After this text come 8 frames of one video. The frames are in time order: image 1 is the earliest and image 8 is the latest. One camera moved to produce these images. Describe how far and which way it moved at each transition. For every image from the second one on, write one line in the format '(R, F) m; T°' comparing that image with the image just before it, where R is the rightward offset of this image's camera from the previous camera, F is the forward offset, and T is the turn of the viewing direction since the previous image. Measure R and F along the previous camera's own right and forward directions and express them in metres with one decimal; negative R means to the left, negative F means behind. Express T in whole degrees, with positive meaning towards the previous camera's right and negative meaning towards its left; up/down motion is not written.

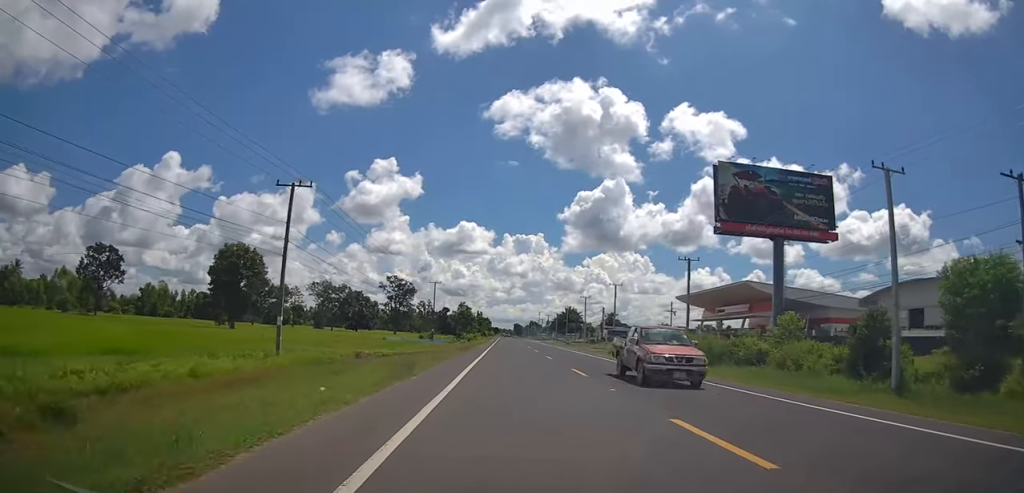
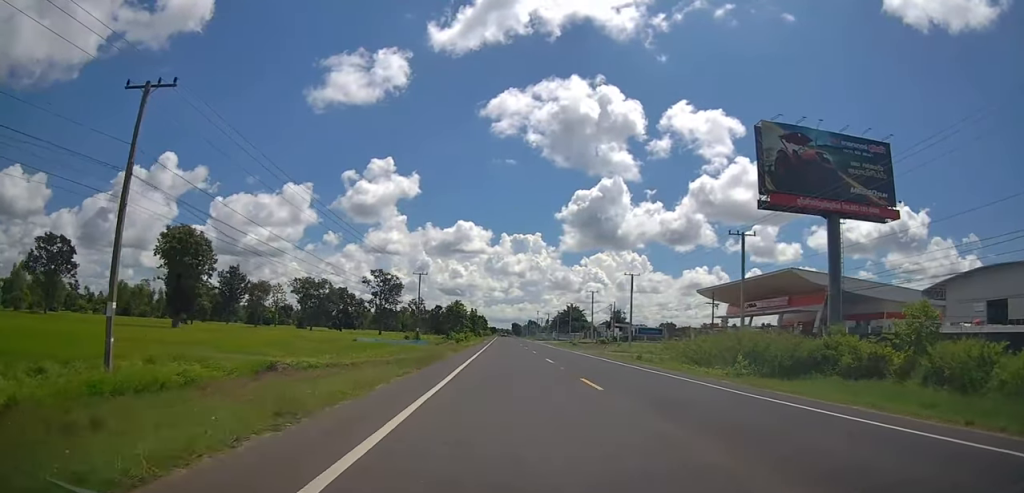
(-0.1, +16.7) m; 0°
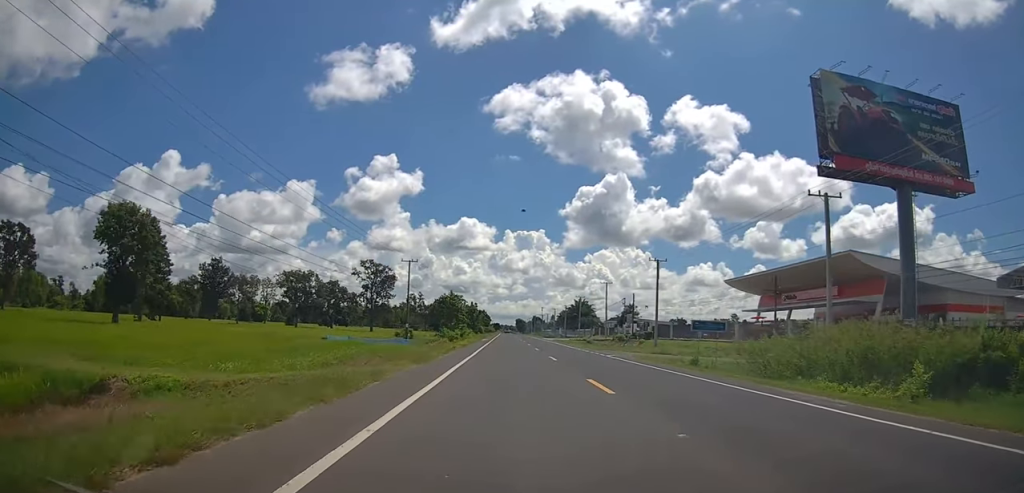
(+0.6, +13.9) m; 0°
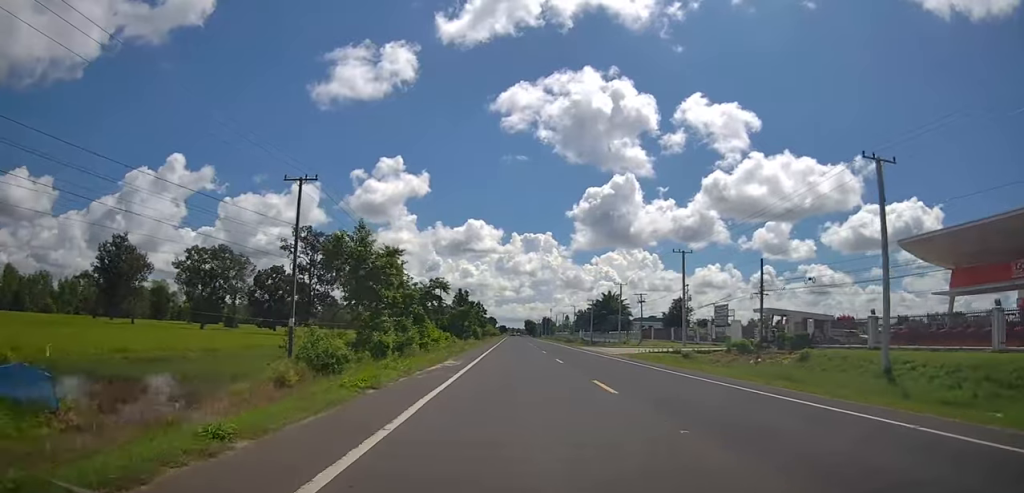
(+0.3, +48.4) m; +2°
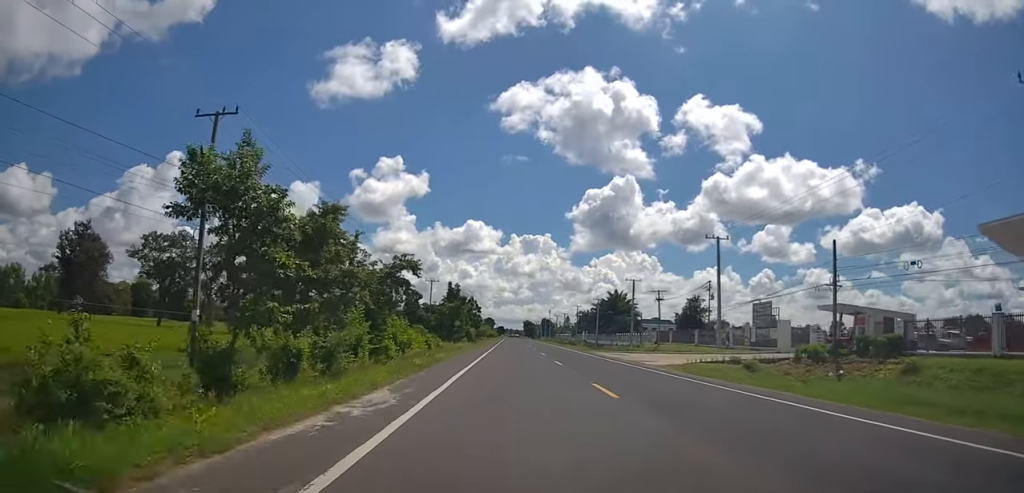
(+0.1, +12.2) m; -1°
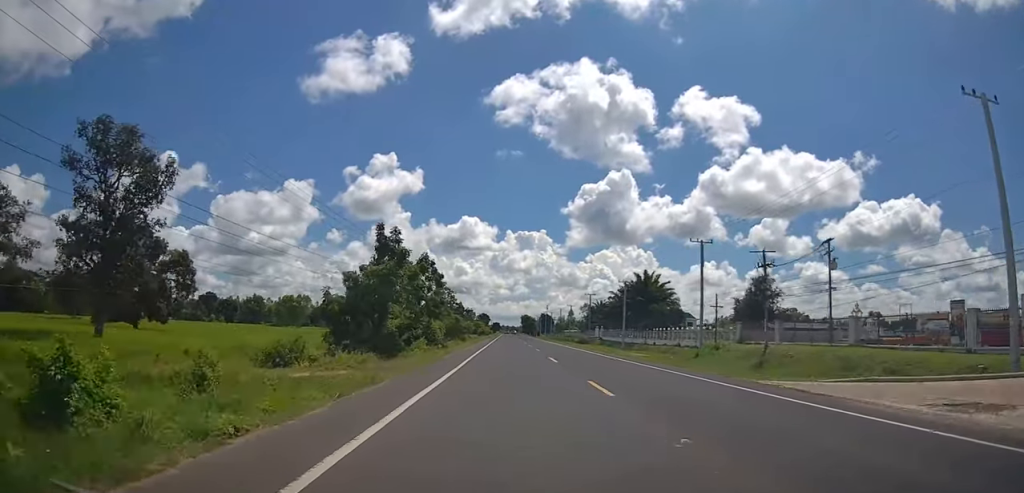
(-0.3, +36.6) m; 0°
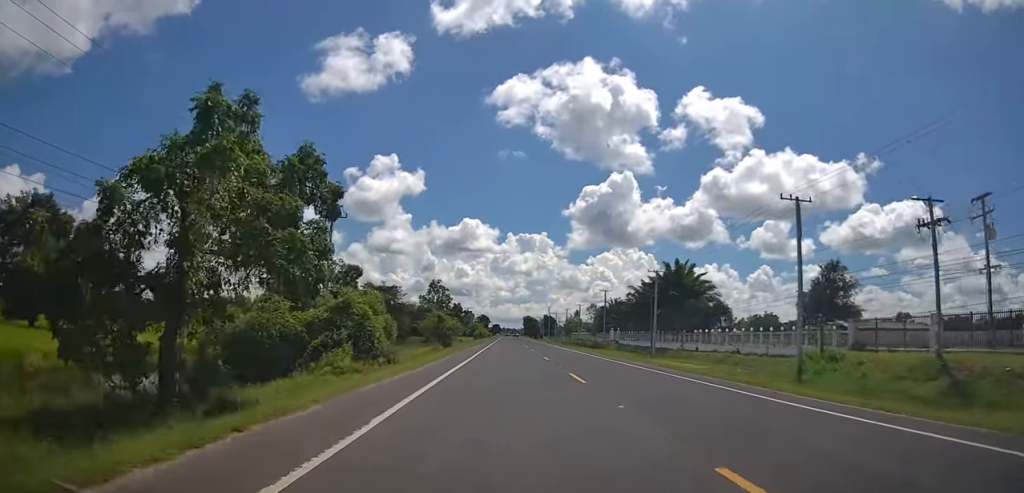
(-0.3, +21.0) m; 0°
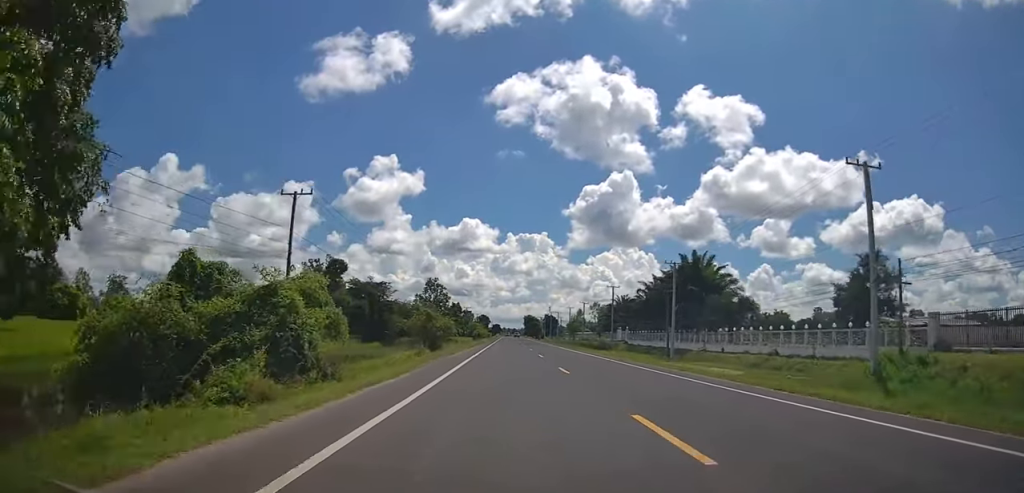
(-0.3, +8.8) m; 0°
